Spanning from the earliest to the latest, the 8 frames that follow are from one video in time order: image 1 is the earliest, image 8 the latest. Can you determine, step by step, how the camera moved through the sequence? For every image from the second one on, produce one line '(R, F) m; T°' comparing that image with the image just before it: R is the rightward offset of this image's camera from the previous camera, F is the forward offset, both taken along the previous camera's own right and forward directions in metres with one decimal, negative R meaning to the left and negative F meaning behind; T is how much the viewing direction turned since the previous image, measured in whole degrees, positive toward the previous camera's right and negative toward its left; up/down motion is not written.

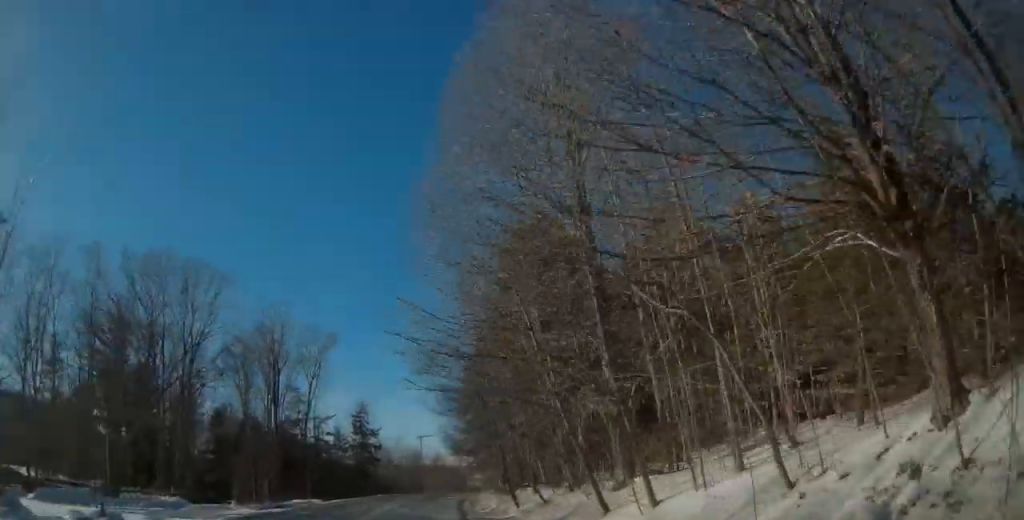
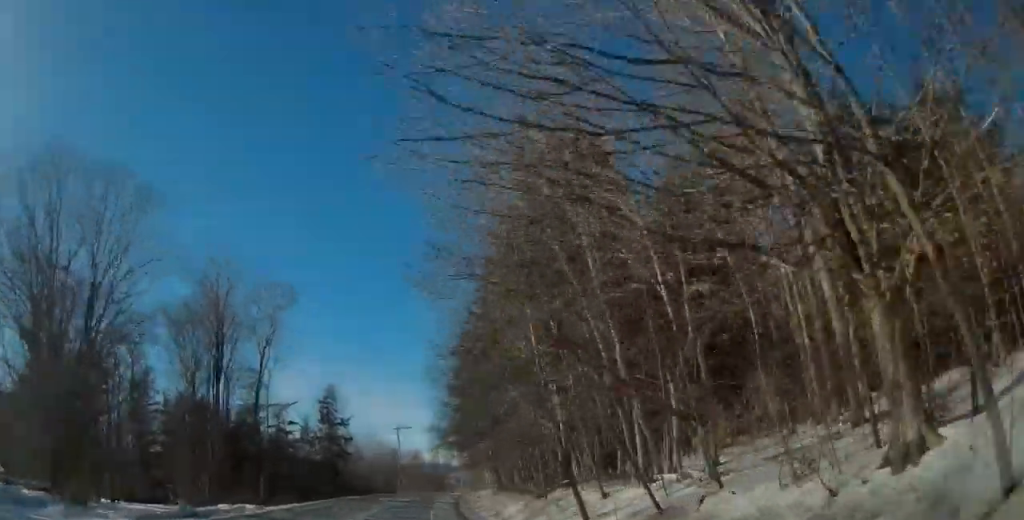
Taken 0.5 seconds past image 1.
(0.0, +13.1) m; 0°
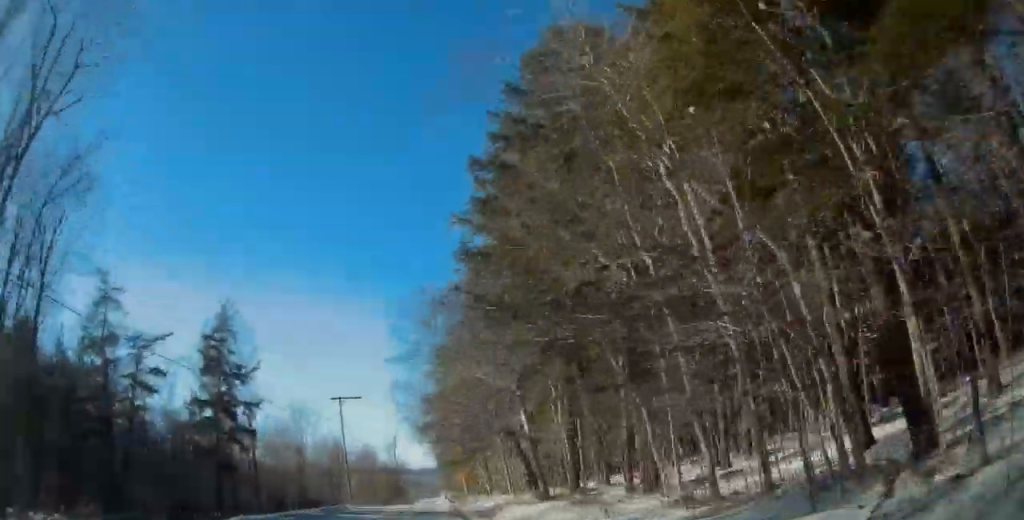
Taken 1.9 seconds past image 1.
(0.0, +32.9) m; 0°
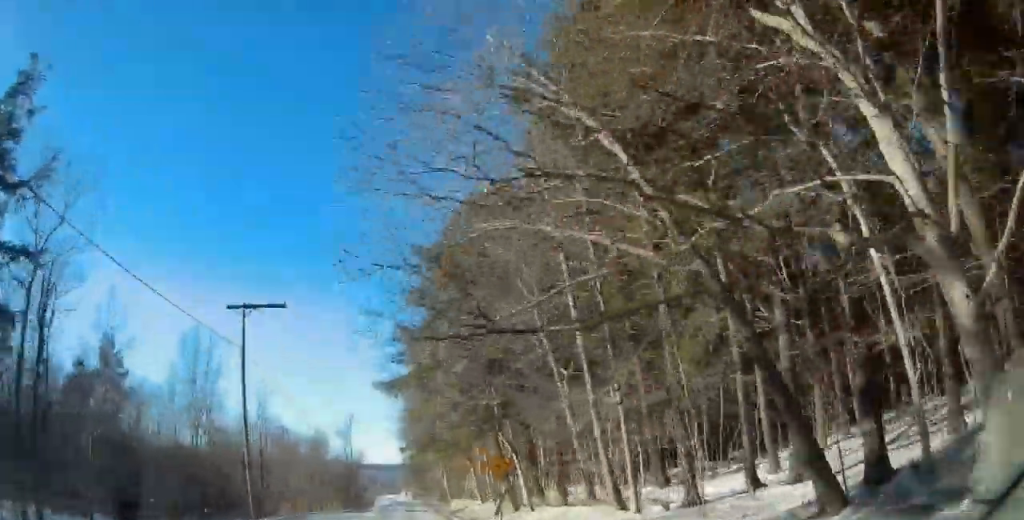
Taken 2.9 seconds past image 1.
(0.0, +26.5) m; 0°
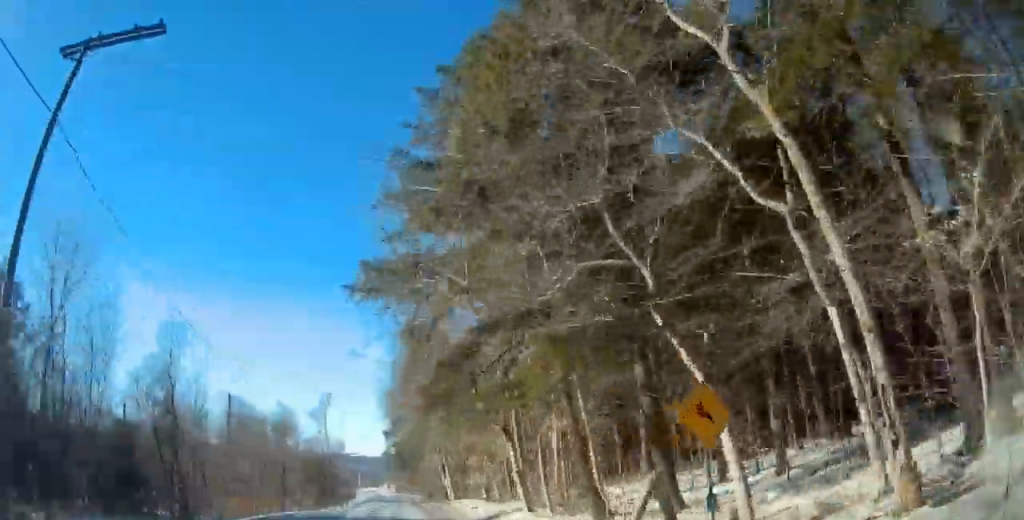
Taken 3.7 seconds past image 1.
(0.0, +18.2) m; 0°
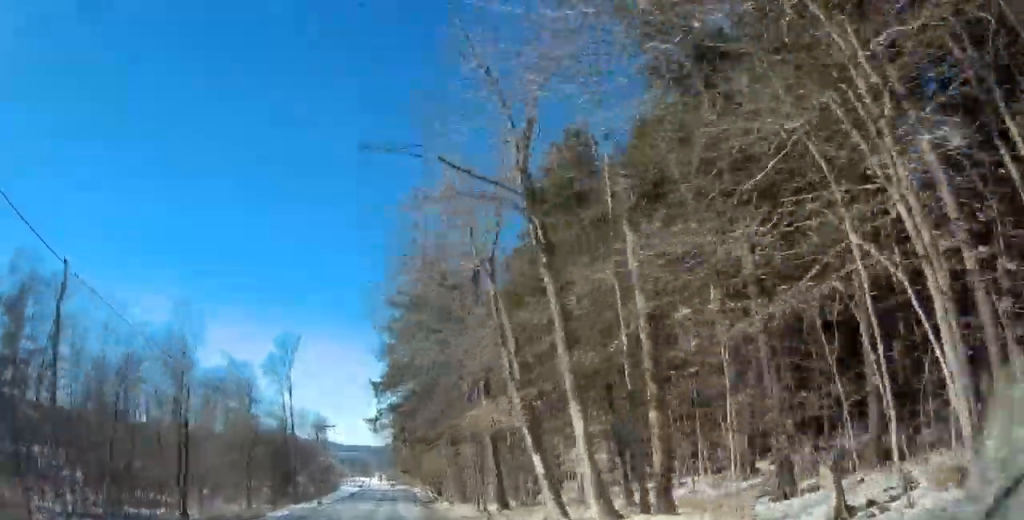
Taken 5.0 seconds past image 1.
(0.0, +32.0) m; 0°
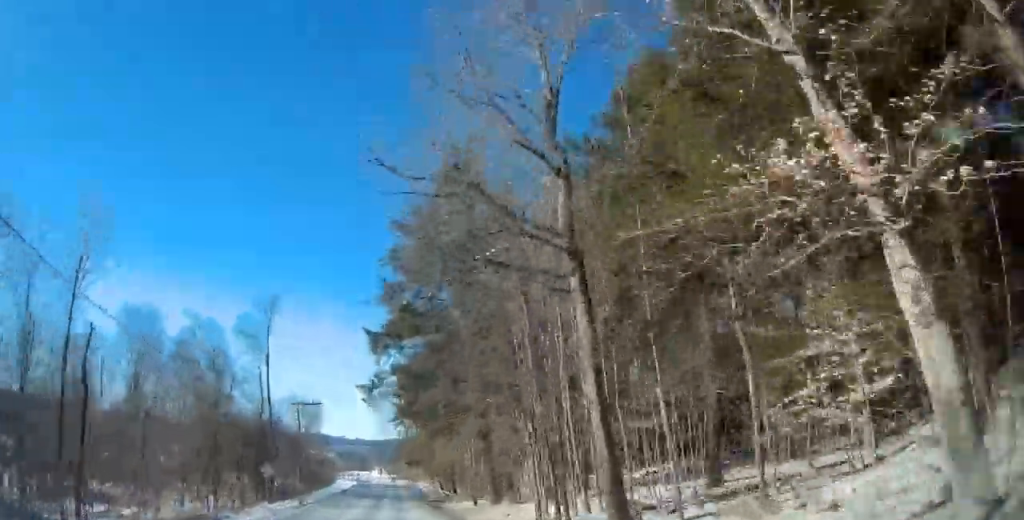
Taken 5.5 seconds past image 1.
(0.0, +13.8) m; 0°
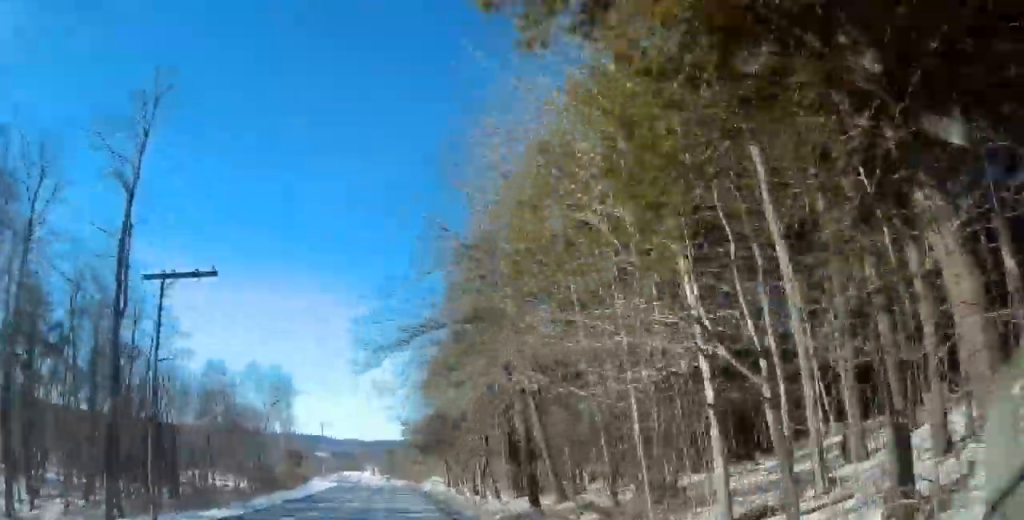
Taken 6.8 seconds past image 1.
(0.0, +30.2) m; 0°
